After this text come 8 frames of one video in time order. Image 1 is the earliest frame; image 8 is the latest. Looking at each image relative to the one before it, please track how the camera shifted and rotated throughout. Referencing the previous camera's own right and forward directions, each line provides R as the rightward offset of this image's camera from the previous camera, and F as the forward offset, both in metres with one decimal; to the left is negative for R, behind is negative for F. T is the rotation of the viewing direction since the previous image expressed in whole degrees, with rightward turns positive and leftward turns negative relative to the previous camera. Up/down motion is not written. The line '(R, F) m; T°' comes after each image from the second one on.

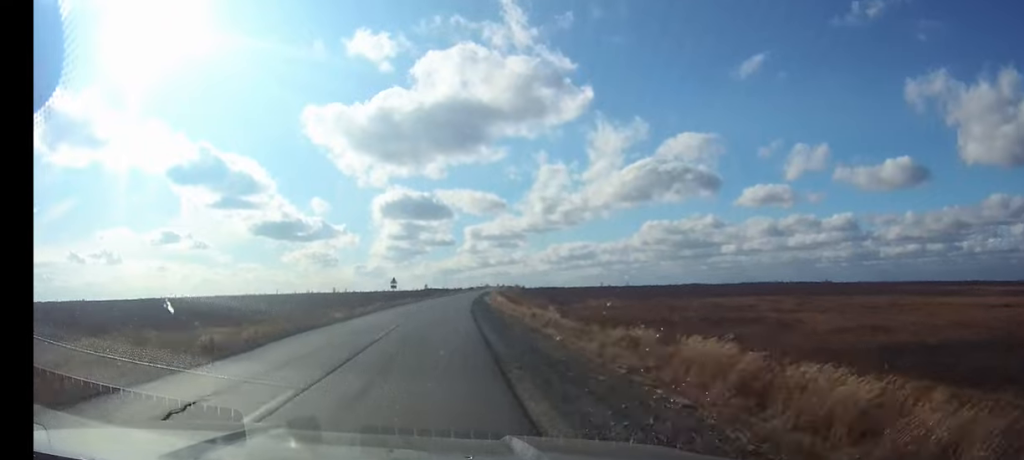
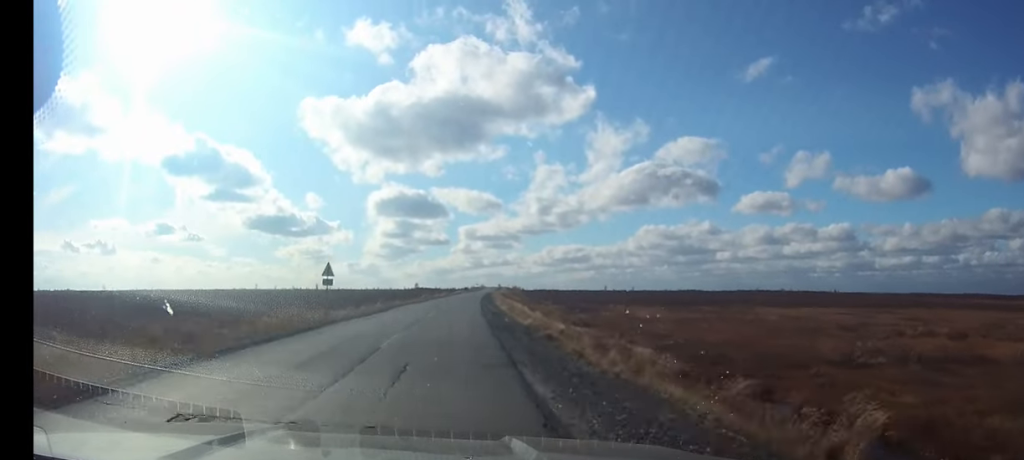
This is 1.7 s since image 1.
(+0.2, +30.7) m; +1°
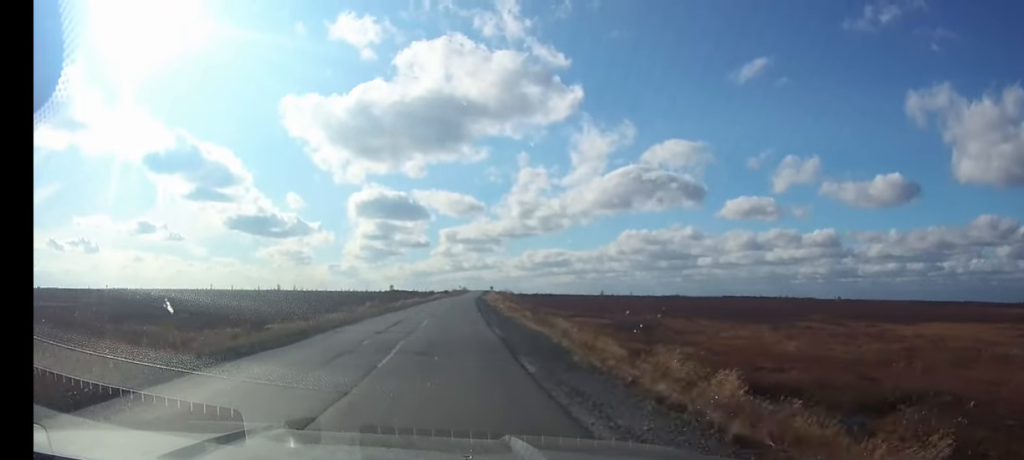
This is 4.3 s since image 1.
(+0.7, +43.7) m; +2°
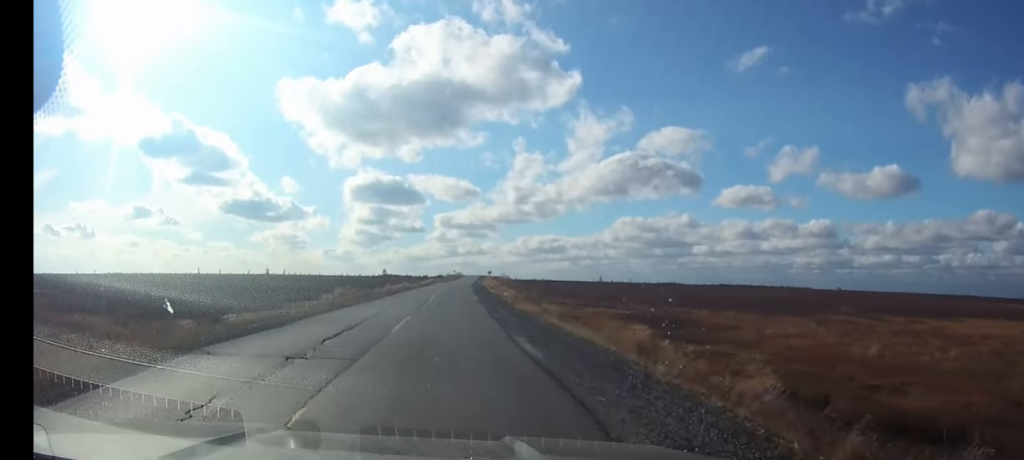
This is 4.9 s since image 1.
(+0.1, +10.0) m; 0°
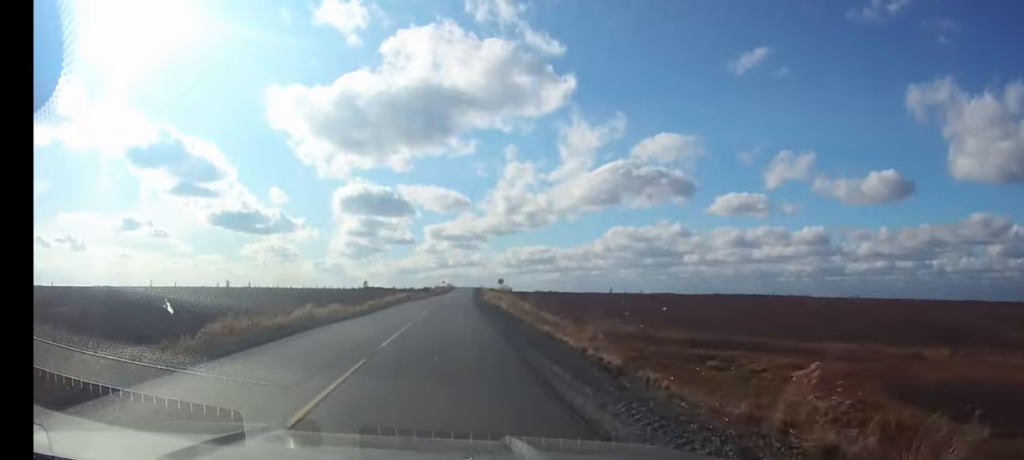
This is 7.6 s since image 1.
(+0.3, +46.0) m; +1°
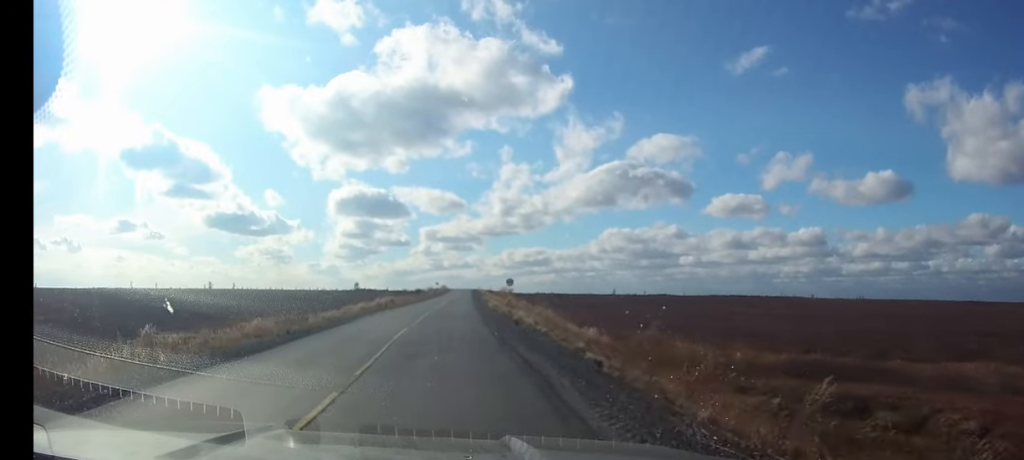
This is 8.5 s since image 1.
(+0.1, +16.1) m; 0°
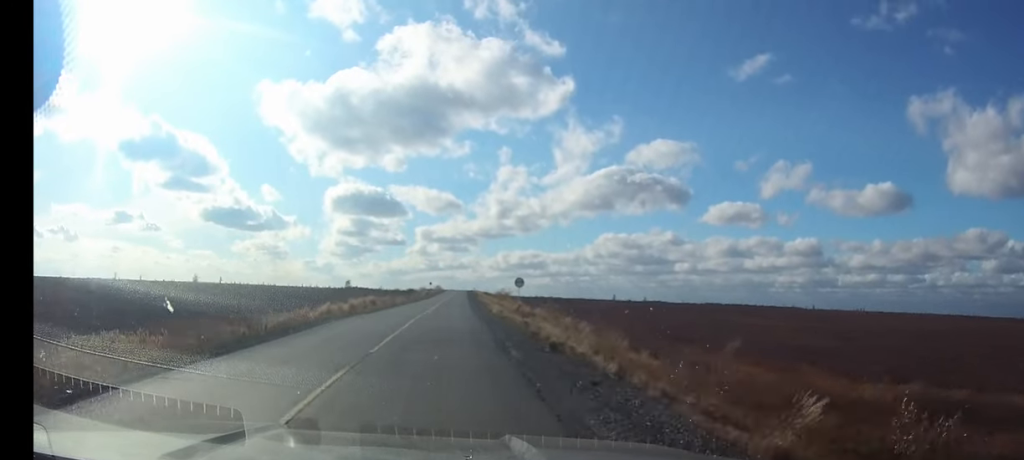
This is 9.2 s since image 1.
(+0.1, +10.8) m; 0°
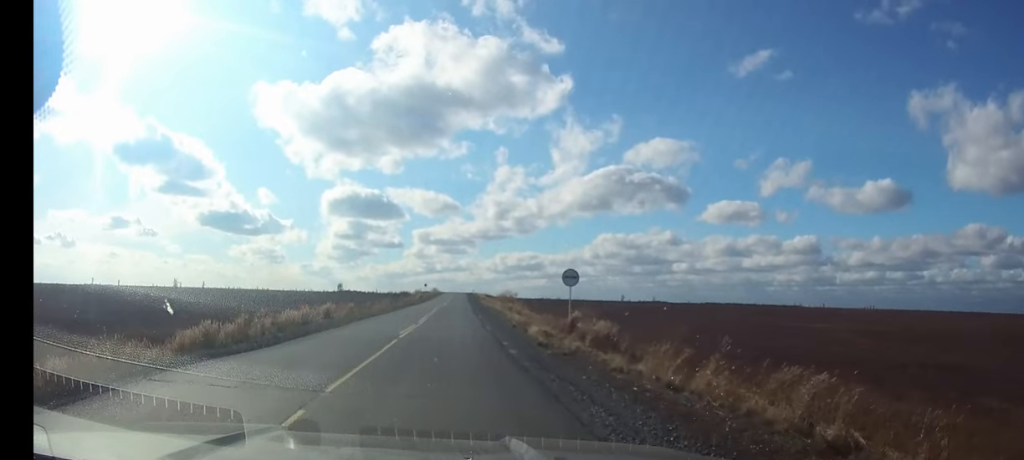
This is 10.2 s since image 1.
(0.0, +18.8) m; 0°
